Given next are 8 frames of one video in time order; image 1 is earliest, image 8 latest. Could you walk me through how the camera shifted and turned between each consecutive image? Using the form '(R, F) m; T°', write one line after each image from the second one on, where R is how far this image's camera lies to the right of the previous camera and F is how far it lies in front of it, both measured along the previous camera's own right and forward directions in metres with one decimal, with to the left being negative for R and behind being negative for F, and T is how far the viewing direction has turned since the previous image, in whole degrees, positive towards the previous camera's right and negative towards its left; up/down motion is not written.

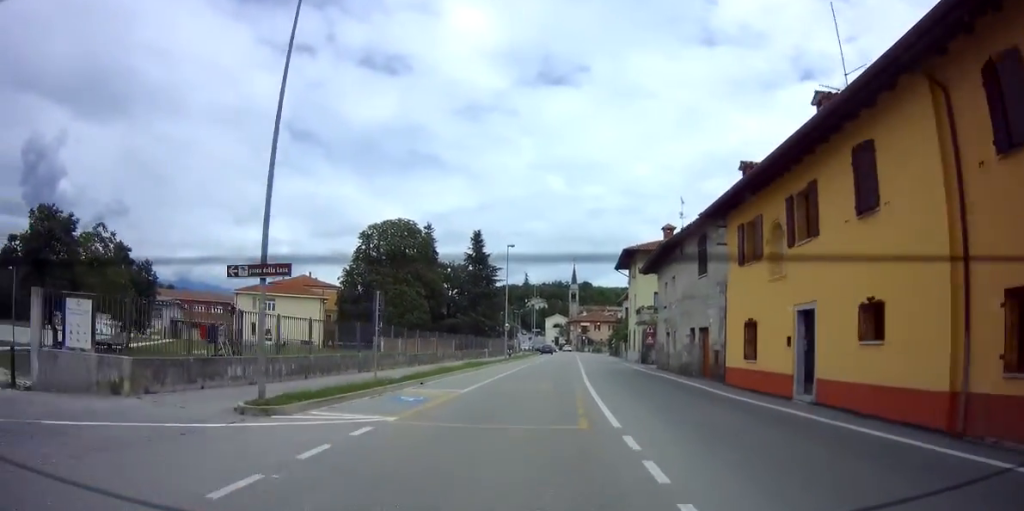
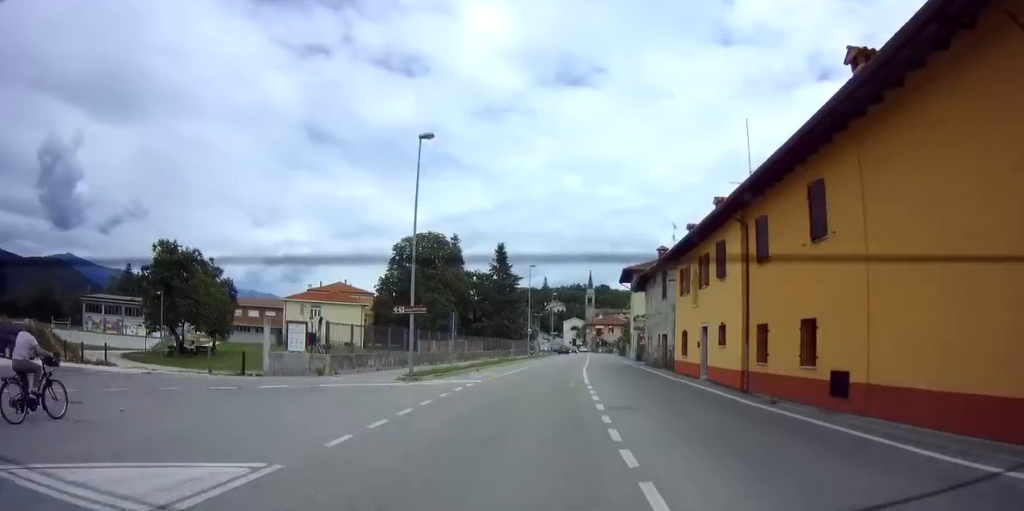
(-0.2, +10.6) m; -1°
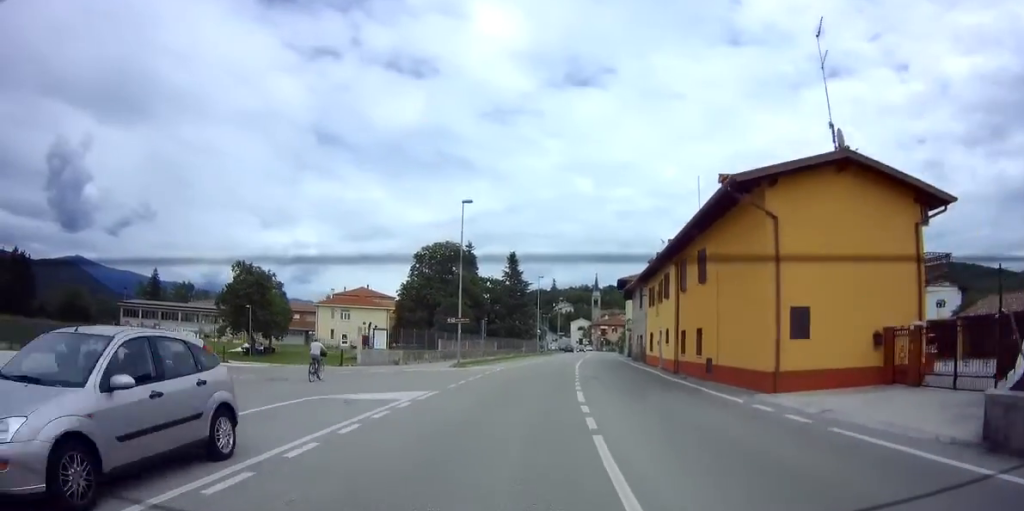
(-0.1, +10.3) m; 0°
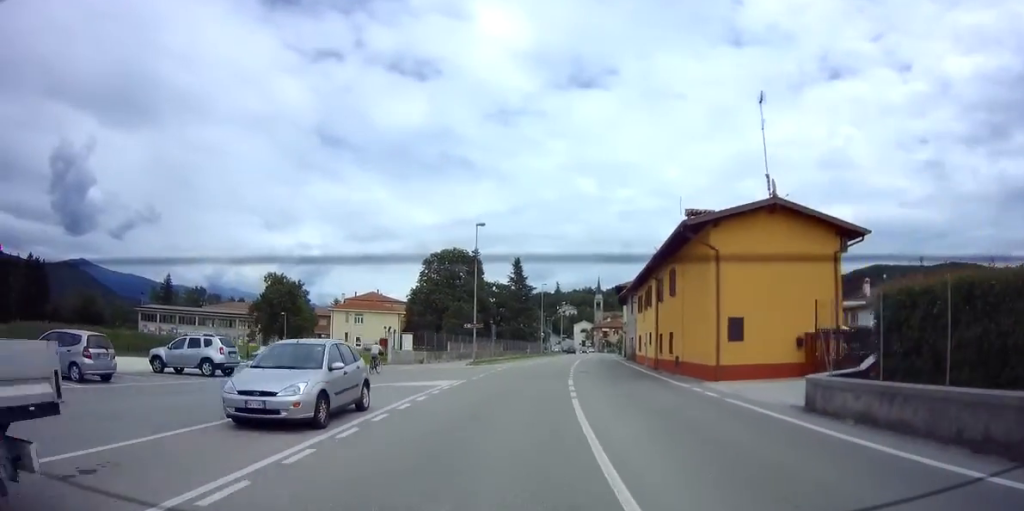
(0.0, +5.6) m; 0°
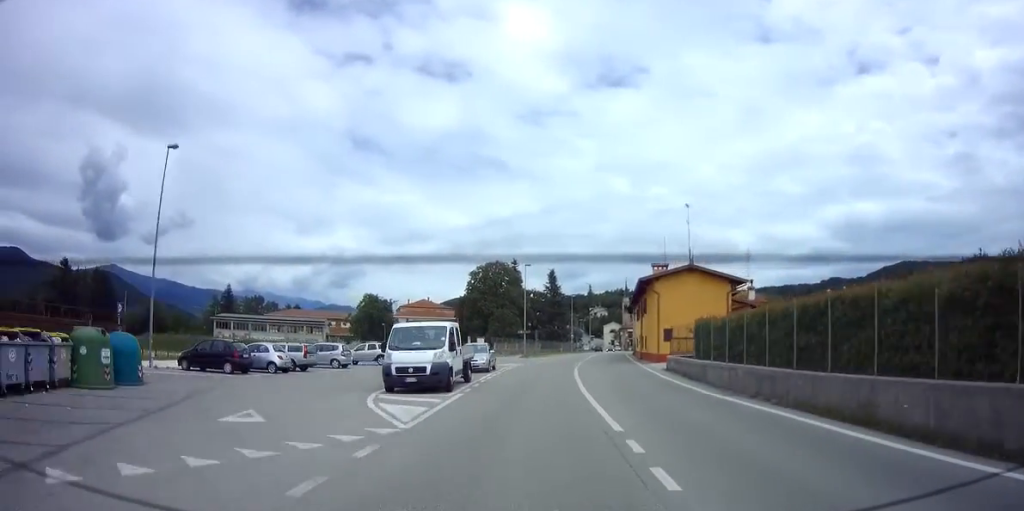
(-0.4, +19.5) m; -4°
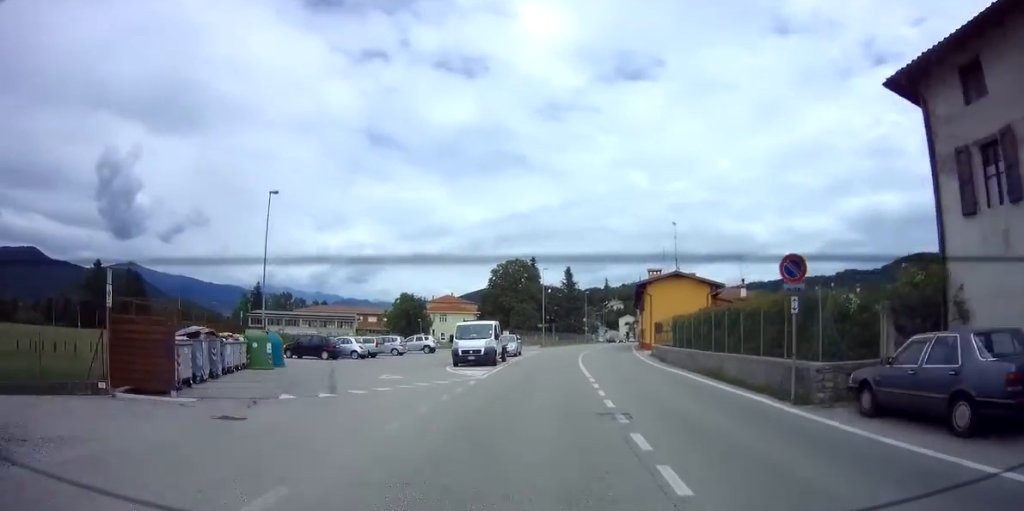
(-0.3, +9.4) m; -3°
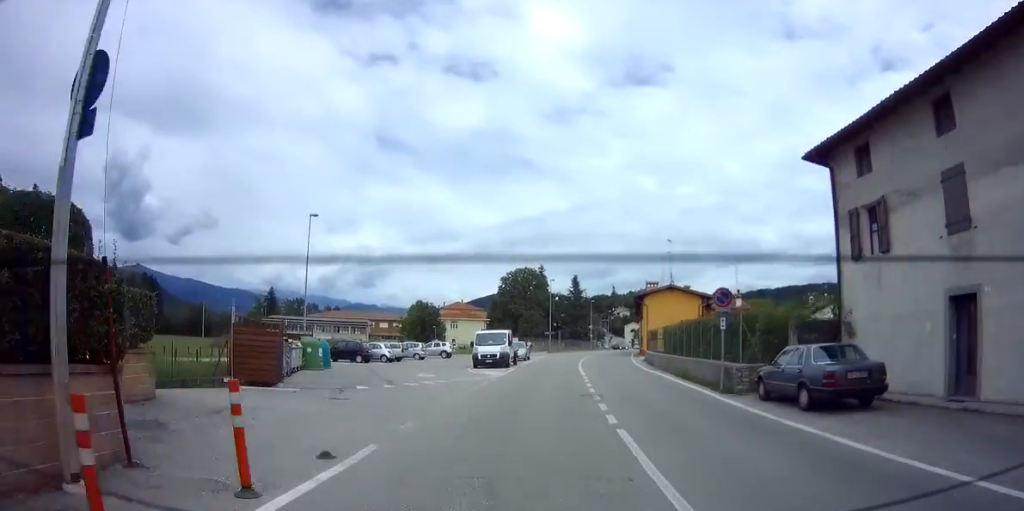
(-0.1, +5.2) m; -1°
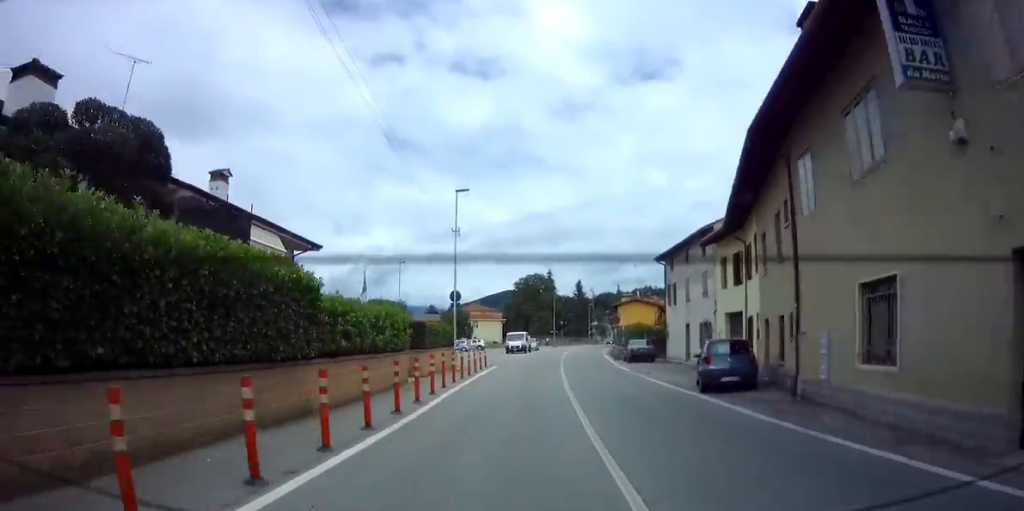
(+0.2, +24.2) m; +1°
